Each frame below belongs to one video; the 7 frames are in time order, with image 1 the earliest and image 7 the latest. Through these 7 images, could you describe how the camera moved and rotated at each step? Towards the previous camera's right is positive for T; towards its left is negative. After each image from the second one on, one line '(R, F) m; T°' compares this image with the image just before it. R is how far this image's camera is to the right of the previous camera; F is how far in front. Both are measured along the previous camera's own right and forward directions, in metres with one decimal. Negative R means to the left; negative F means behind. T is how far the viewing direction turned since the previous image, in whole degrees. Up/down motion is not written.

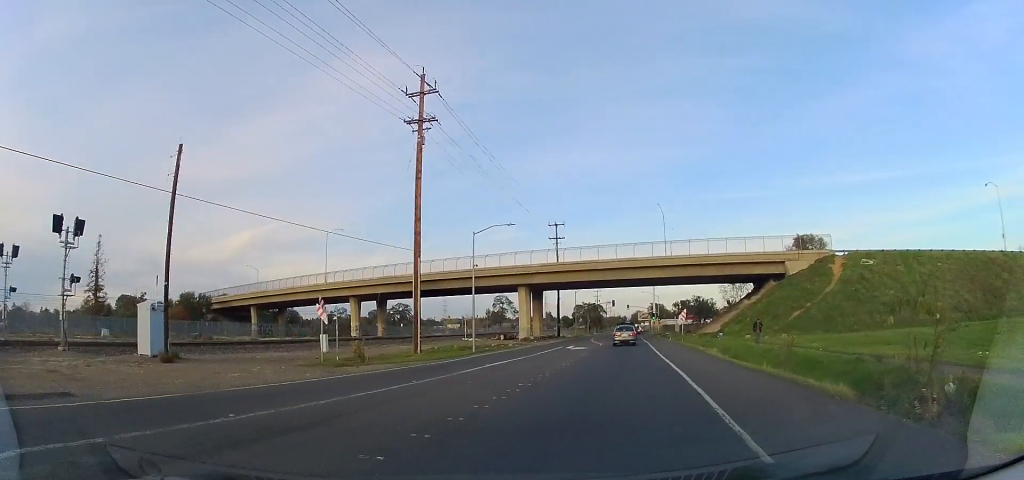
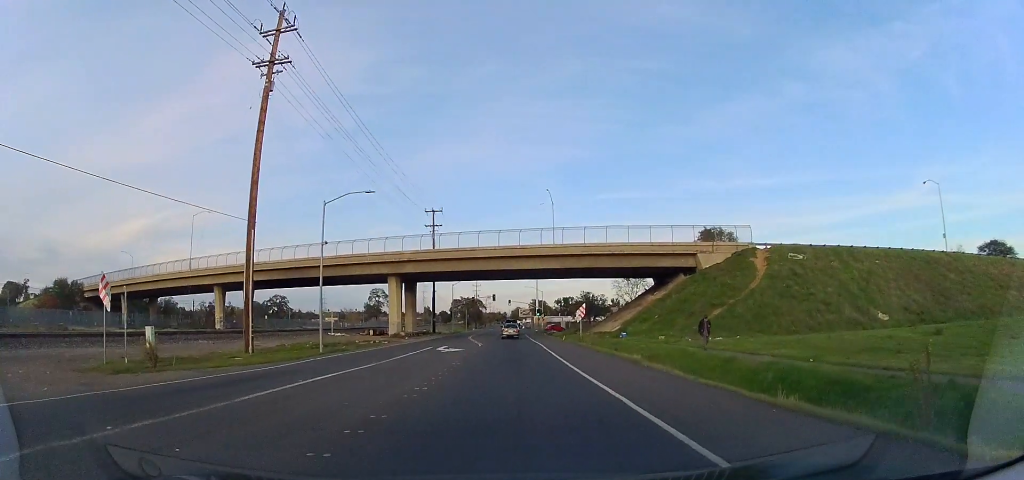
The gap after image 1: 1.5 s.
(+1.4, +6.9) m; +11°
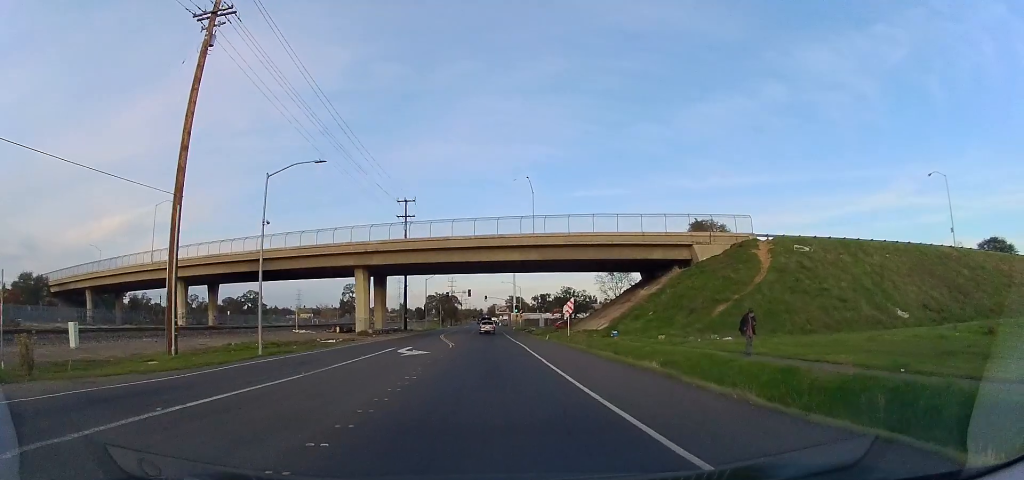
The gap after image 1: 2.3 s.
(0.0, +4.9) m; +2°
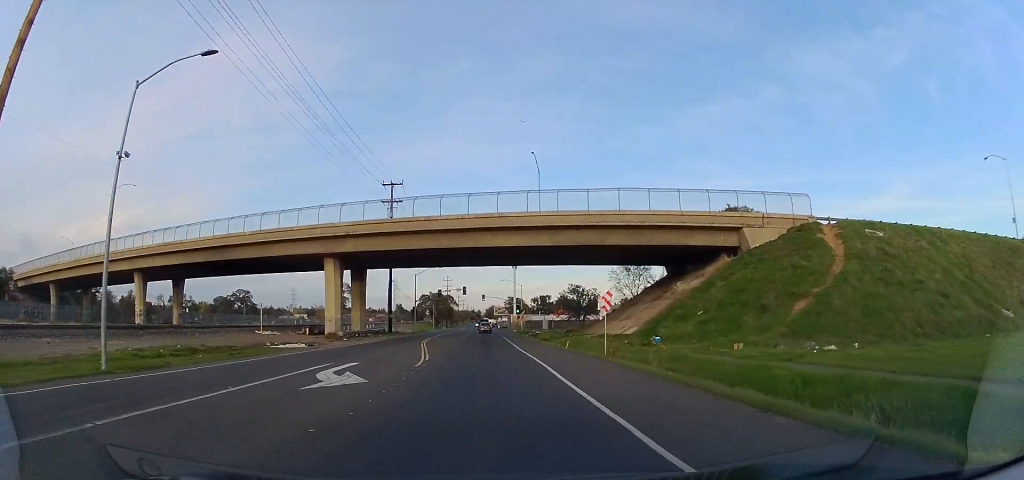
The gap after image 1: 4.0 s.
(+0.3, +11.2) m; +1°
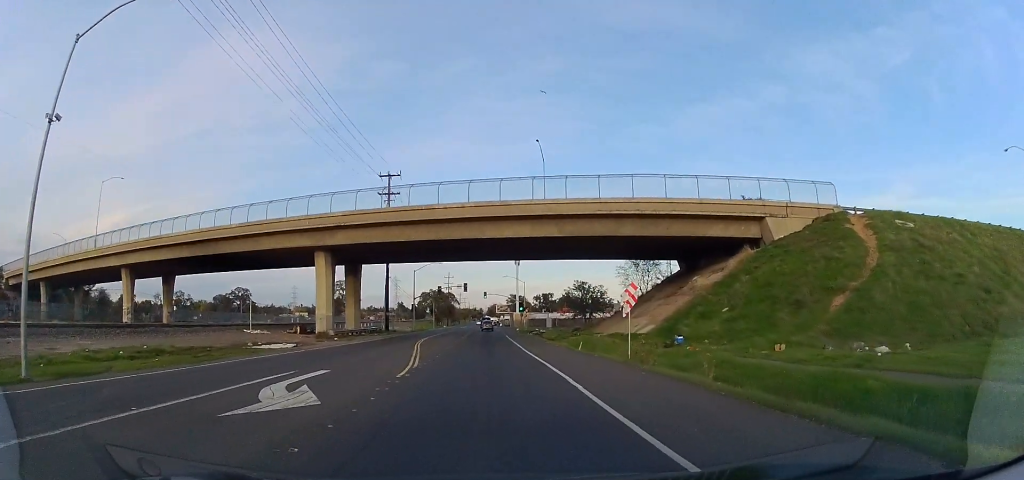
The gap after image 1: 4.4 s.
(-0.1, +3.5) m; 0°
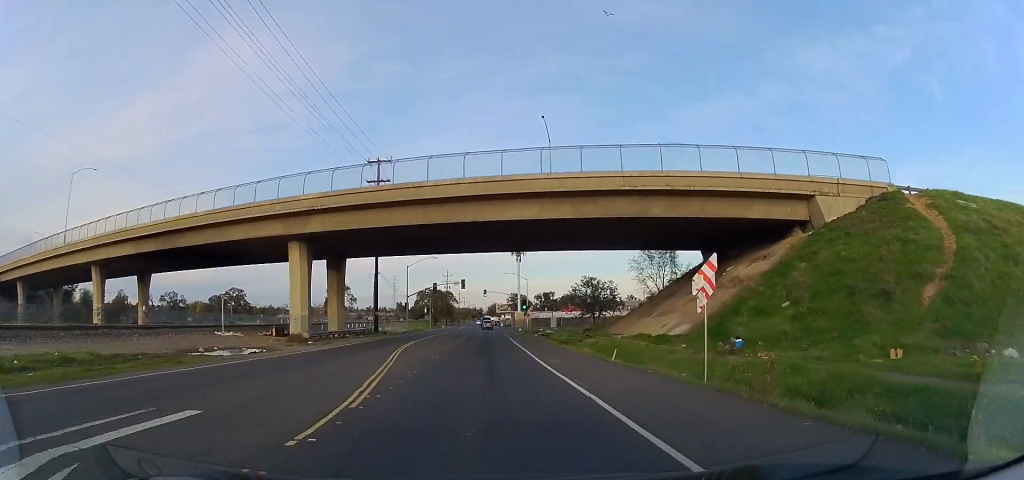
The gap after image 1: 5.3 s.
(+0.1, +6.7) m; 0°
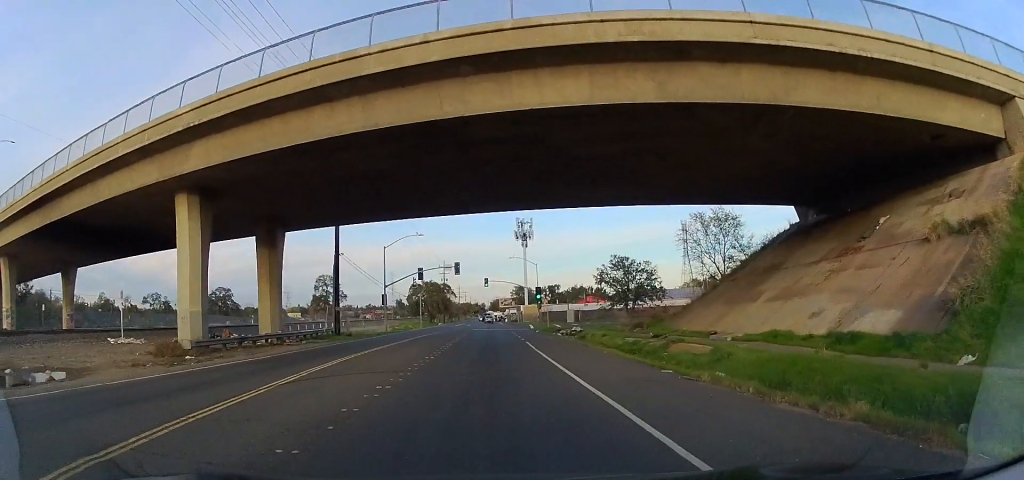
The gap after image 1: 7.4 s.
(-0.5, +17.6) m; -1°
